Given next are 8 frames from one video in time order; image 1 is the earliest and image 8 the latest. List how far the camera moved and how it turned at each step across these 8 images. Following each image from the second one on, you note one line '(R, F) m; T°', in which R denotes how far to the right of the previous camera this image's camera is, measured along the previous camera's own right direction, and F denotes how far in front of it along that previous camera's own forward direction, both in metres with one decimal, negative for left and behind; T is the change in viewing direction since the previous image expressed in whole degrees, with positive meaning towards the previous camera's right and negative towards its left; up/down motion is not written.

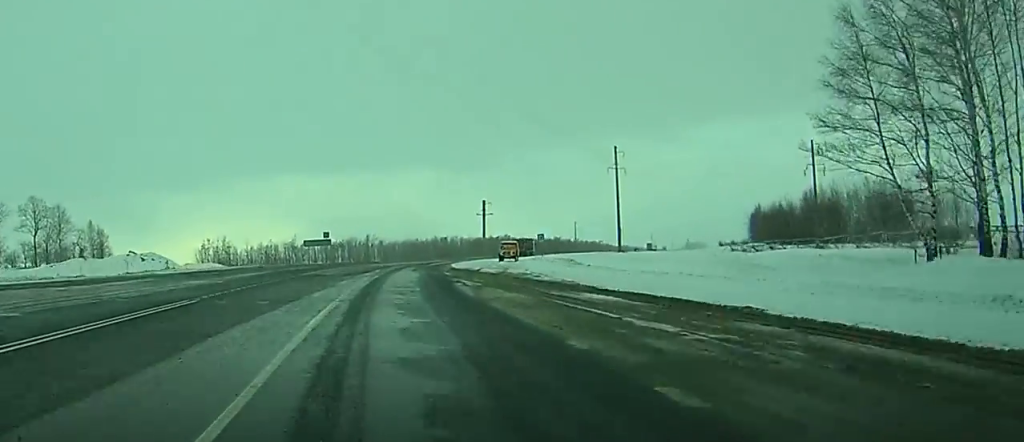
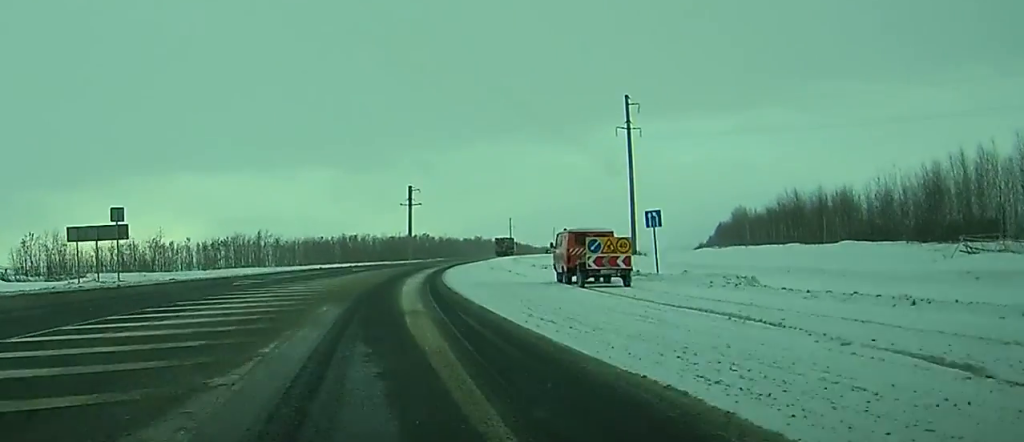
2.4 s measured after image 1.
(+2.6, +58.6) m; +6°
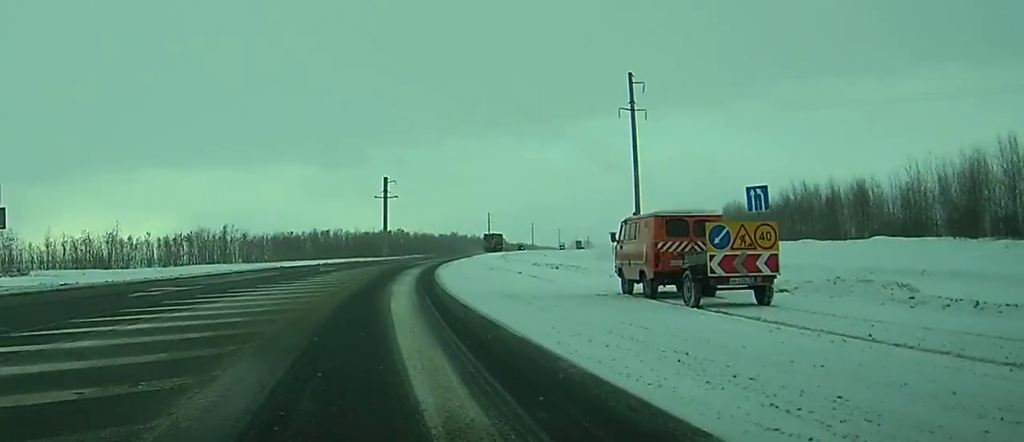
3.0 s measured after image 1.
(+0.2, +12.4) m; +2°
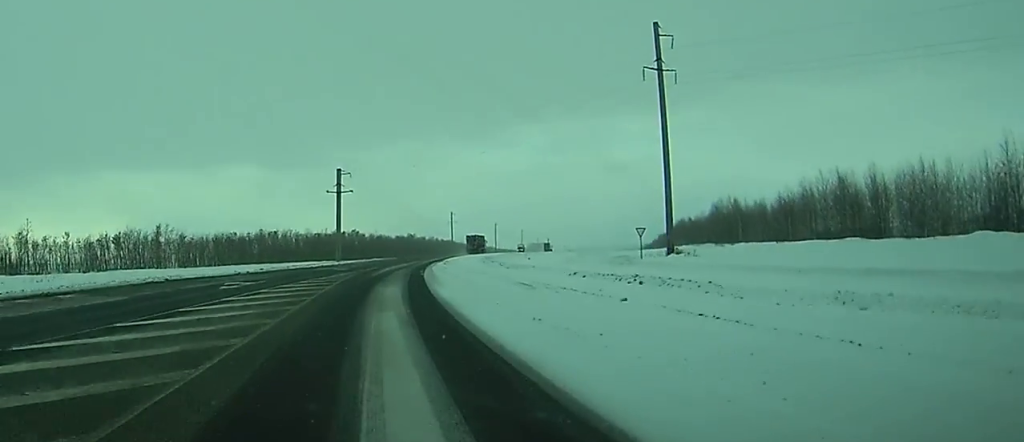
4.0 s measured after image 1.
(+0.6, +23.9) m; +3°
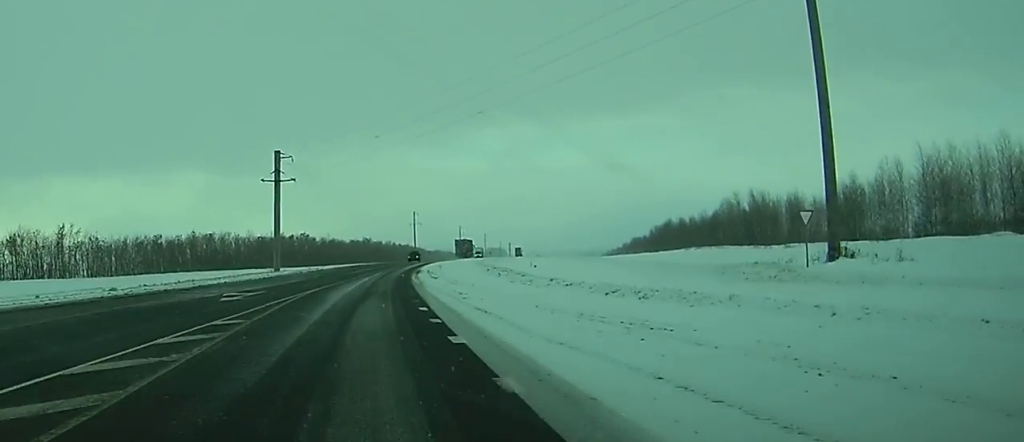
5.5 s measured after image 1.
(+1.0, +33.5) m; +4°
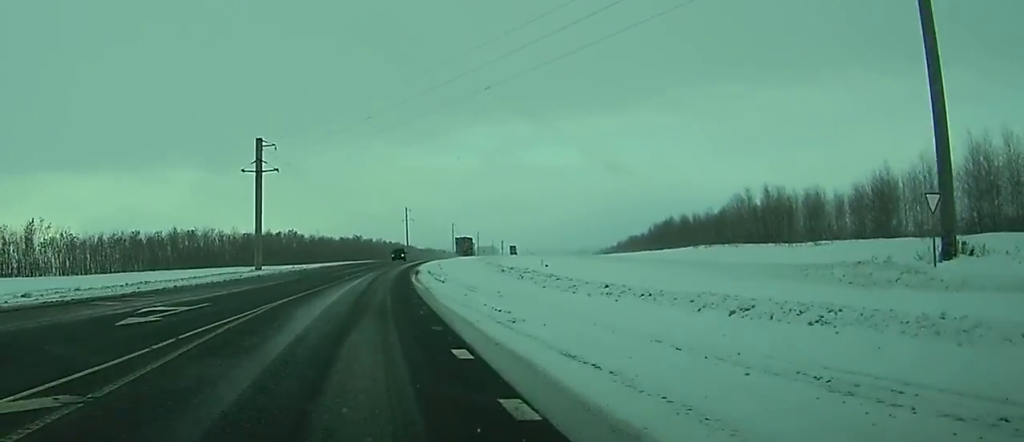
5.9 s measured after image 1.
(+0.3, +9.9) m; +1°
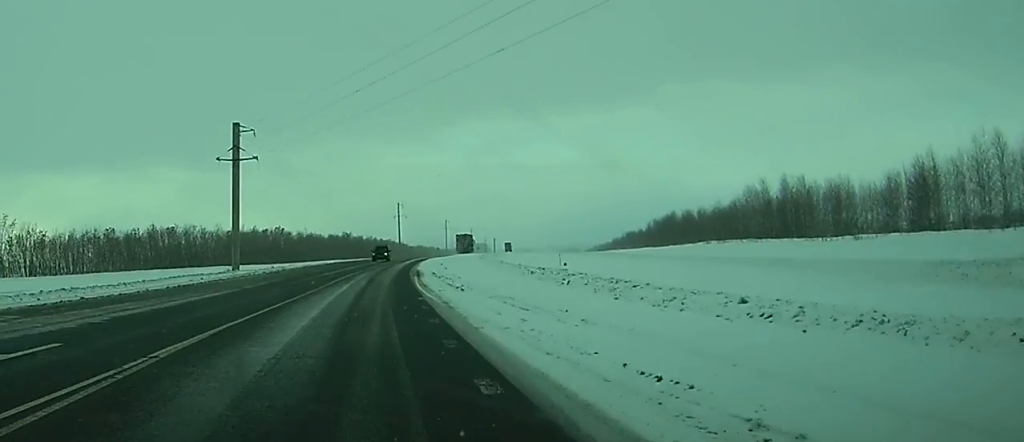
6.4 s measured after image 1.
(+0.2, +10.7) m; +1°
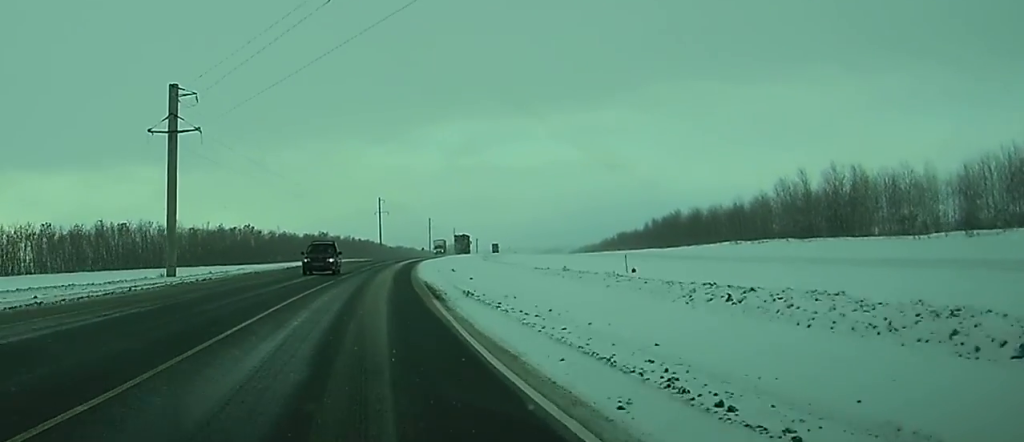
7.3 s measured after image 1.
(+0.4, +21.5) m; +2°
